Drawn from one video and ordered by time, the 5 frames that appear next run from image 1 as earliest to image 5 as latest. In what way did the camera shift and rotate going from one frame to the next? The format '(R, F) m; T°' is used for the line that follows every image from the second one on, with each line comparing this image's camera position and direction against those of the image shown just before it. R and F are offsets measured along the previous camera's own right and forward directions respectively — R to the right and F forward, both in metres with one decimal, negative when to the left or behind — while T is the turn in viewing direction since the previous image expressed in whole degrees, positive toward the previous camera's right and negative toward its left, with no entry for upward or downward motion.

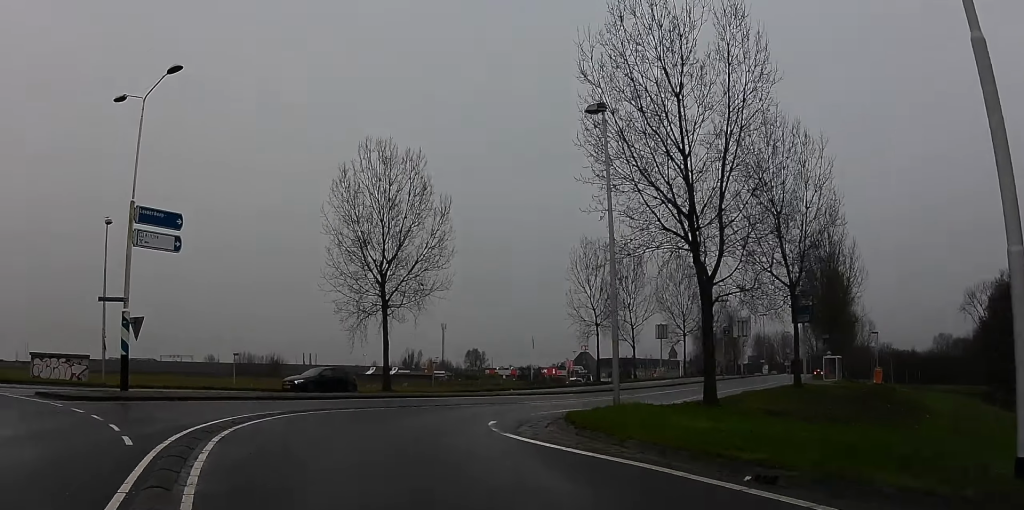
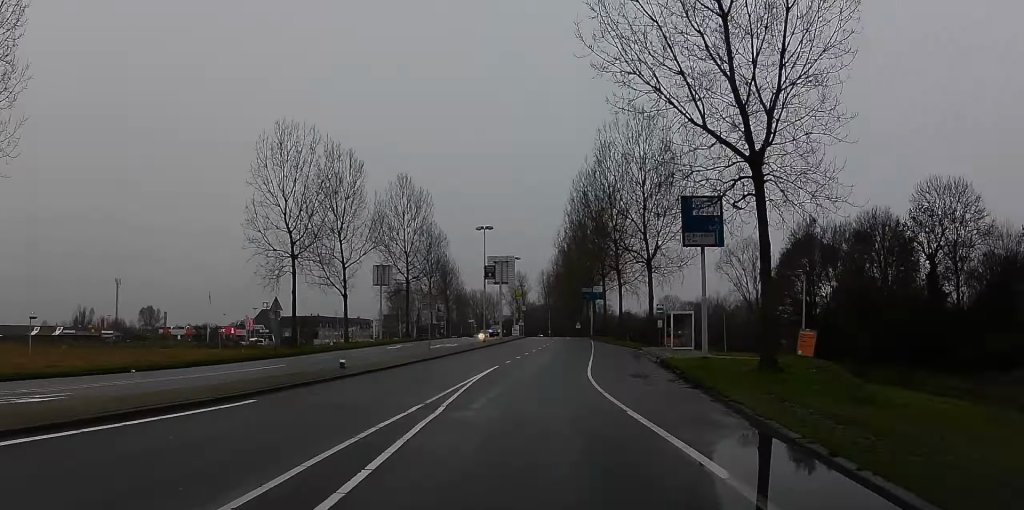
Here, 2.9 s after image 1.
(-2.3, +28.7) m; -5°
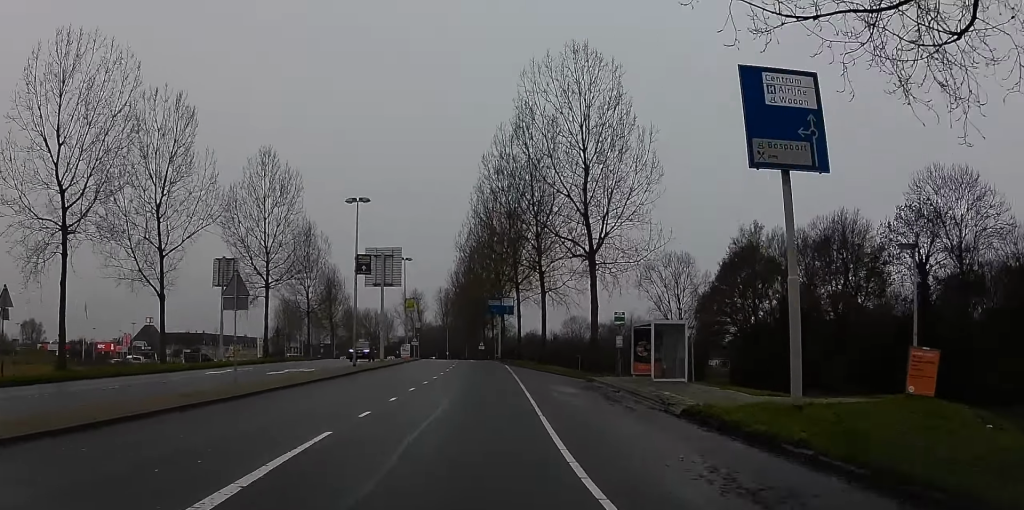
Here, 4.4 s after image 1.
(+2.5, +16.6) m; +17°
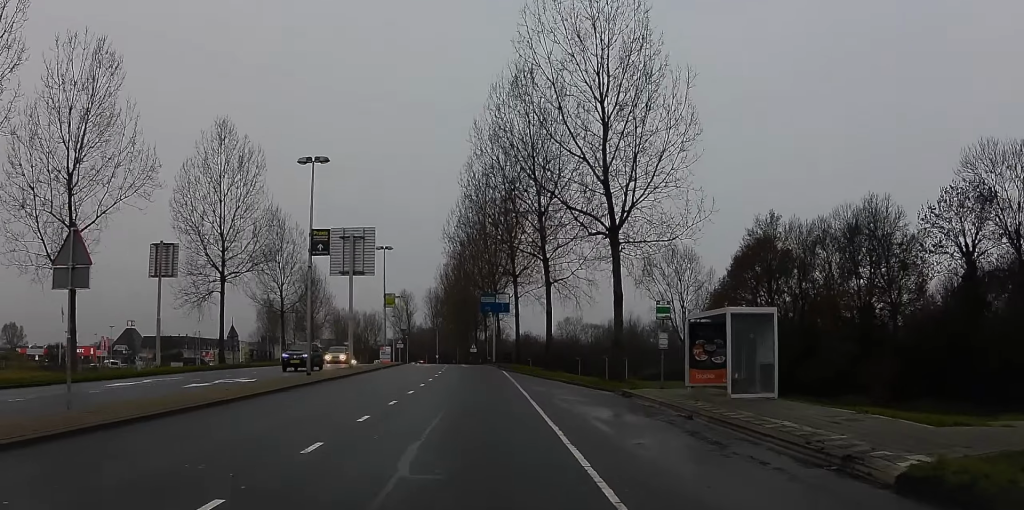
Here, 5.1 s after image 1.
(+0.9, +8.7) m; +1°
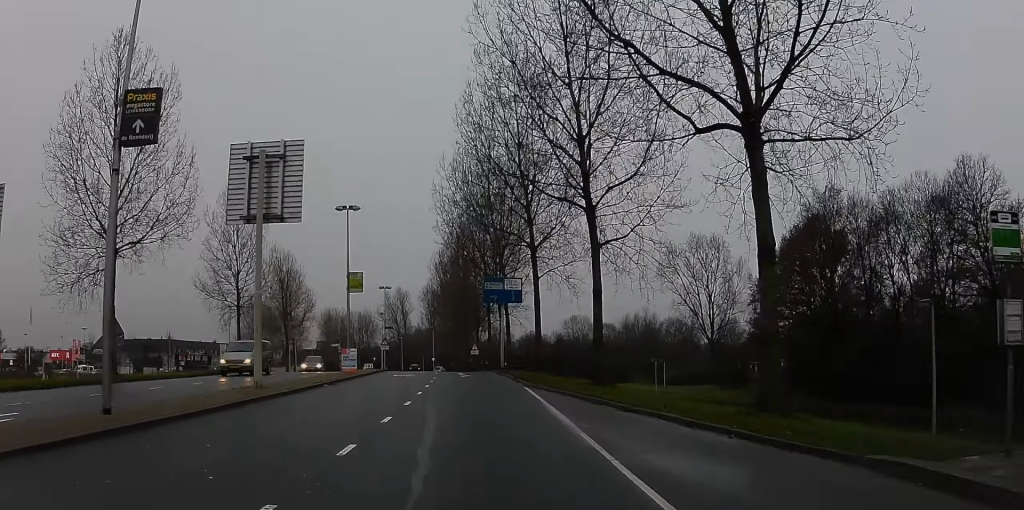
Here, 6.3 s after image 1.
(-0.6, +15.7) m; +2°
